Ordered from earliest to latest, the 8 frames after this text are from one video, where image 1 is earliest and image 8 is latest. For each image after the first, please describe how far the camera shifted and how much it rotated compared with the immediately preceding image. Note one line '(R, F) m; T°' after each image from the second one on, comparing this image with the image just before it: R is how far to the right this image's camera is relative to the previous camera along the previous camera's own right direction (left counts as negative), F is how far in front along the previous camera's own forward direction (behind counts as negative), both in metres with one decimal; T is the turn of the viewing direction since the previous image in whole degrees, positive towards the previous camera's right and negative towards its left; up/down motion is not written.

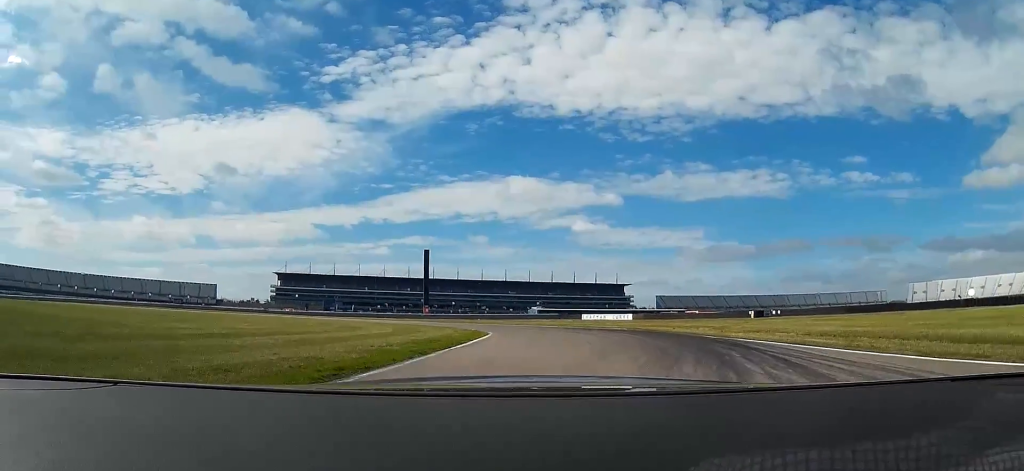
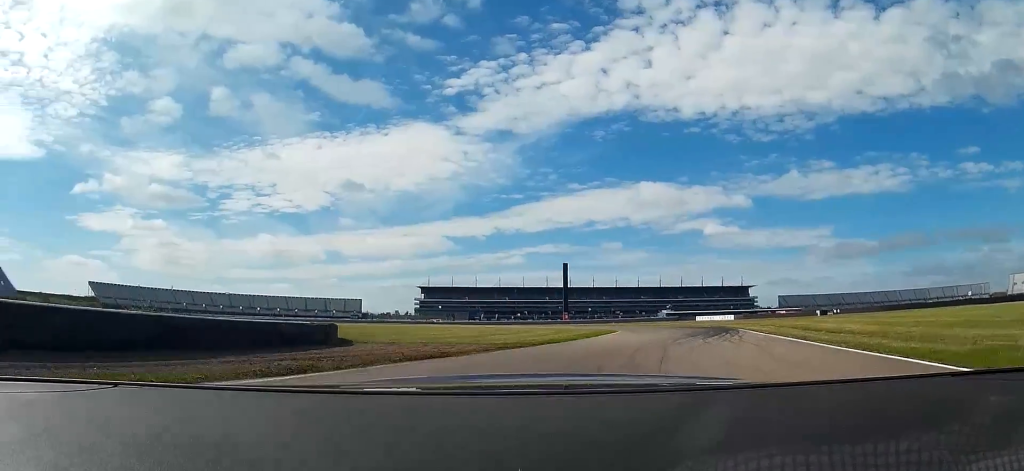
(-5.3, +31.3) m; -30°
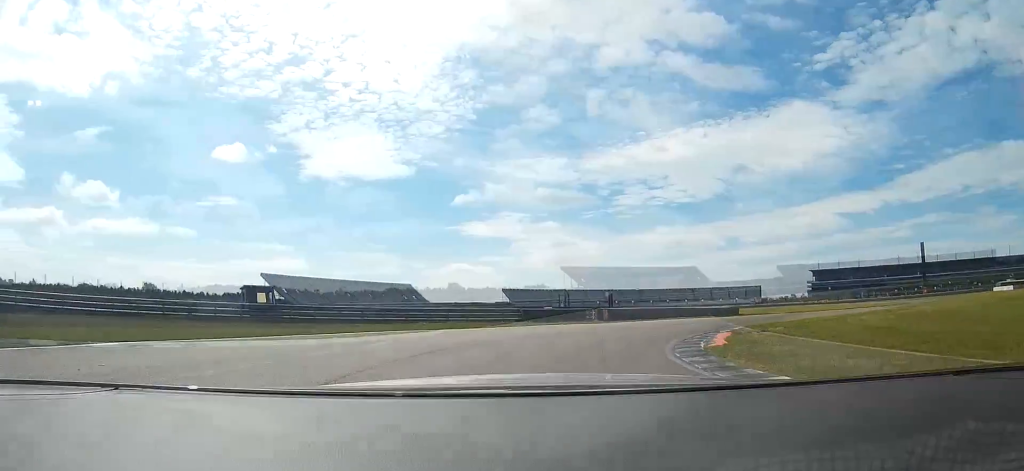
(-19.3, +63.6) m; -20°
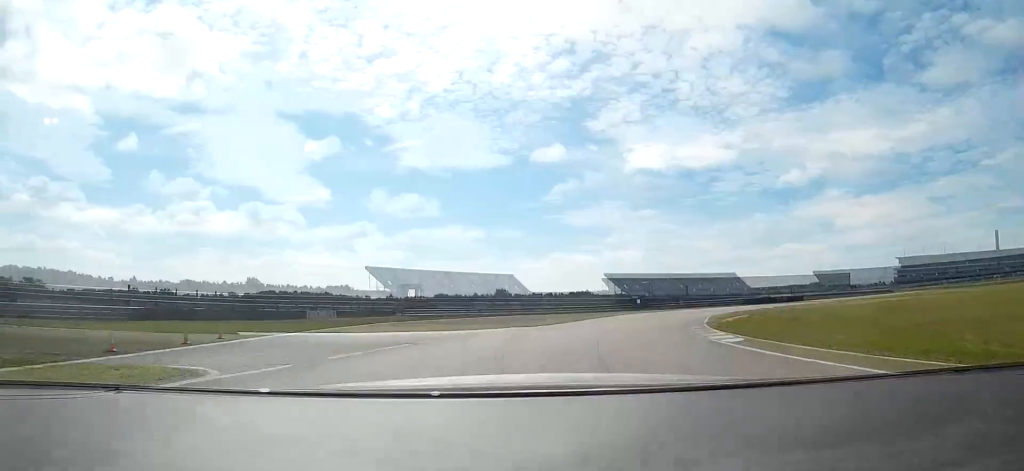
(+0.7, +17.4) m; -5°
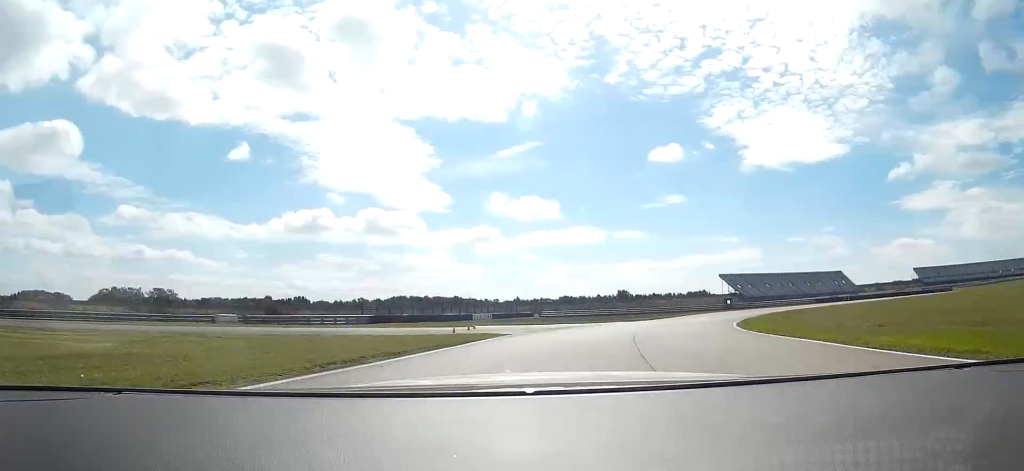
(-3.7, +26.6) m; -17°
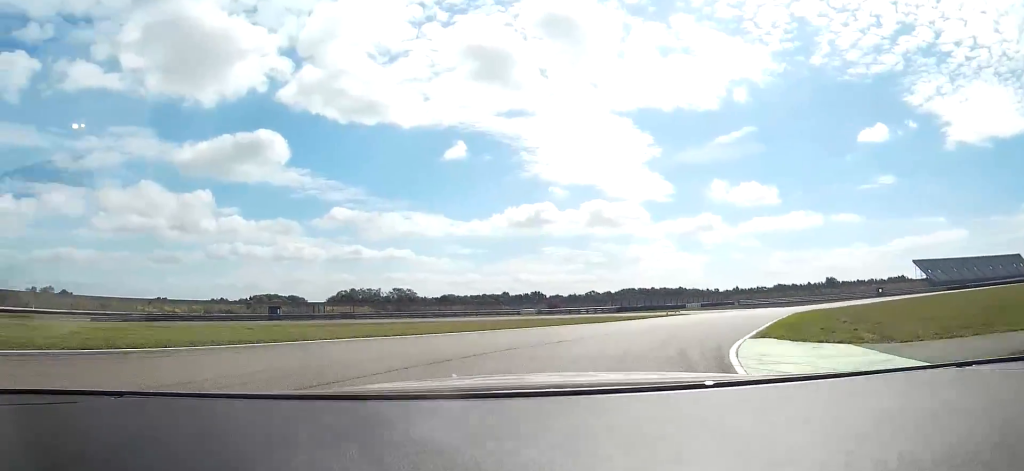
(-10.2, +38.4) m; -29°
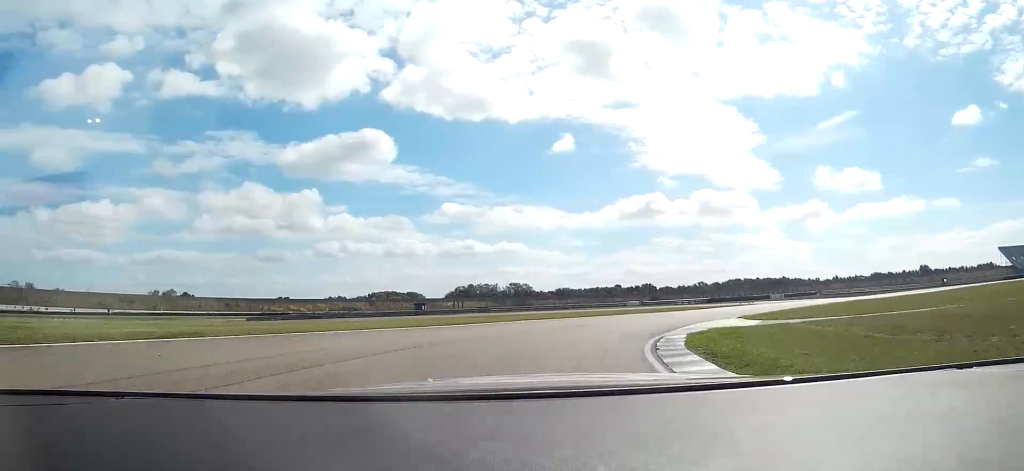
(-2.2, +20.2) m; -12°
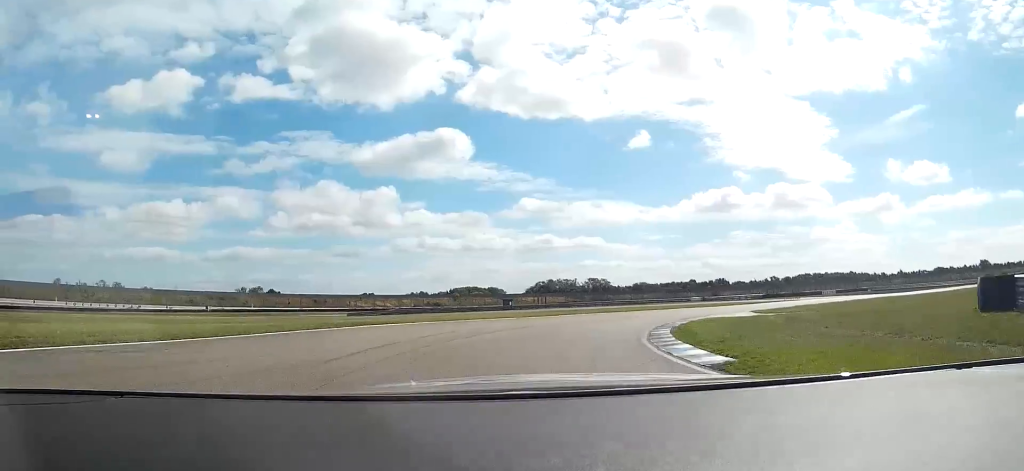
(-1.4, +14.9) m; -8°
